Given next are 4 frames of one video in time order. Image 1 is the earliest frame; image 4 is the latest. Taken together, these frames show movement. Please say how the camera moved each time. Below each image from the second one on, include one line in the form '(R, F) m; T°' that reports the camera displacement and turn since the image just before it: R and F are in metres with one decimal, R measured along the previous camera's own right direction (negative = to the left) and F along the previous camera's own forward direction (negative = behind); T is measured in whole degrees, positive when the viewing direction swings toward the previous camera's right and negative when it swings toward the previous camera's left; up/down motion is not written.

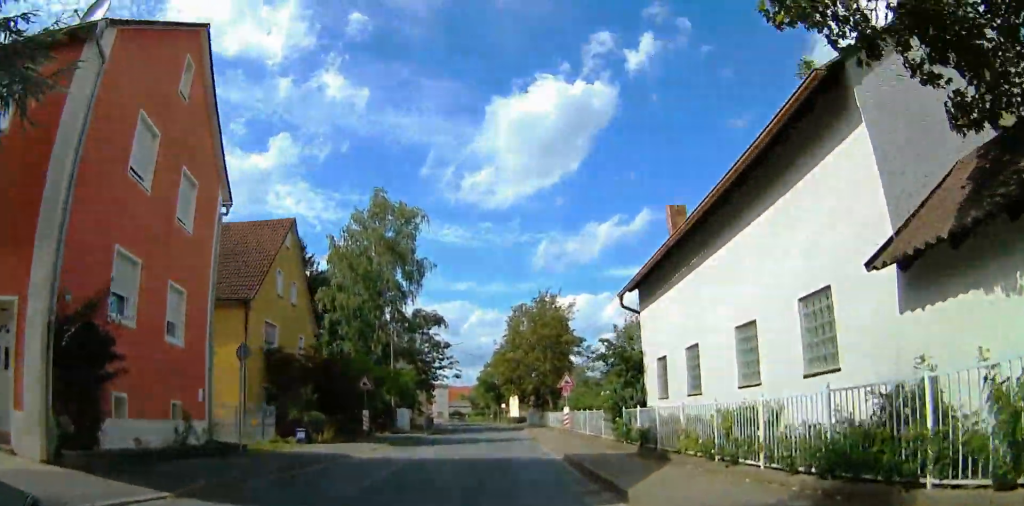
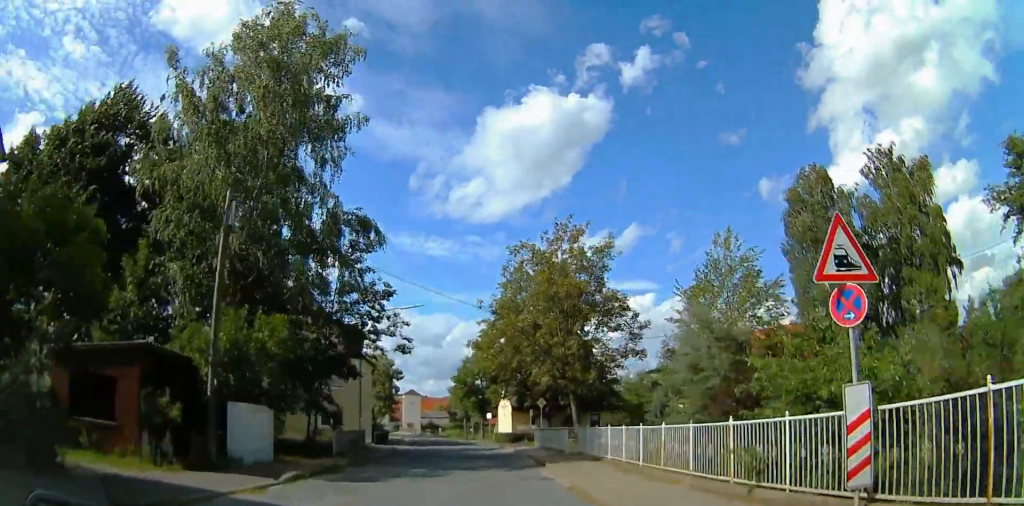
(+1.7, +21.5) m; +5°
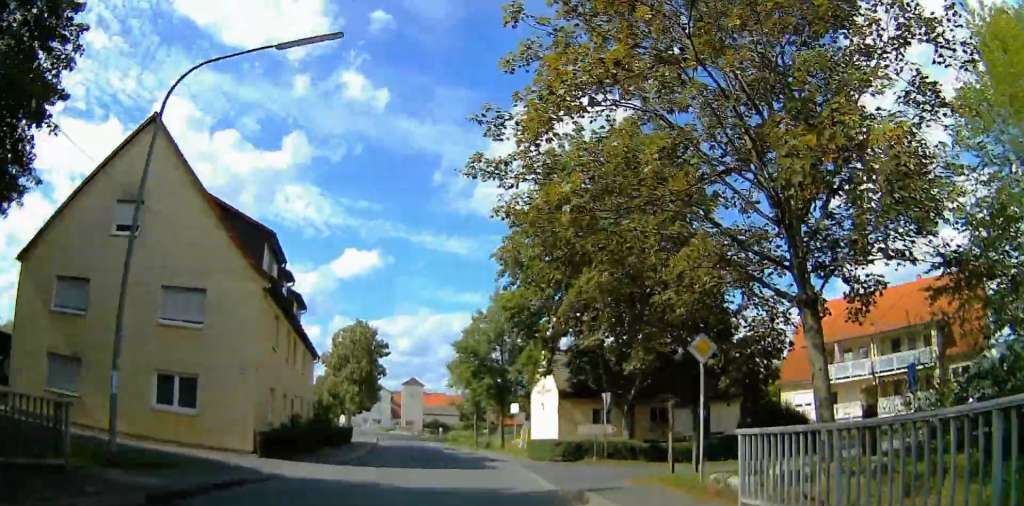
(0.0, +22.7) m; 0°
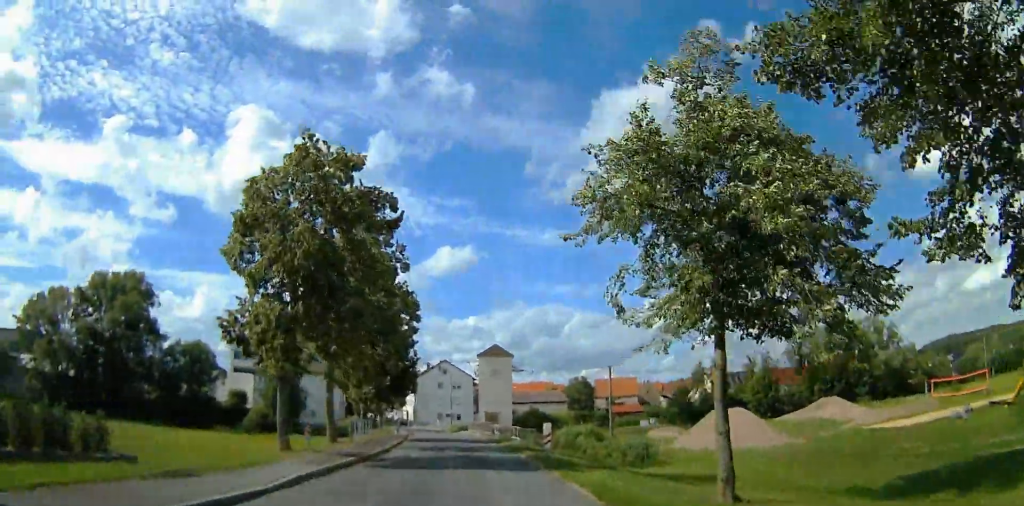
(0.0, +38.6) m; 0°
